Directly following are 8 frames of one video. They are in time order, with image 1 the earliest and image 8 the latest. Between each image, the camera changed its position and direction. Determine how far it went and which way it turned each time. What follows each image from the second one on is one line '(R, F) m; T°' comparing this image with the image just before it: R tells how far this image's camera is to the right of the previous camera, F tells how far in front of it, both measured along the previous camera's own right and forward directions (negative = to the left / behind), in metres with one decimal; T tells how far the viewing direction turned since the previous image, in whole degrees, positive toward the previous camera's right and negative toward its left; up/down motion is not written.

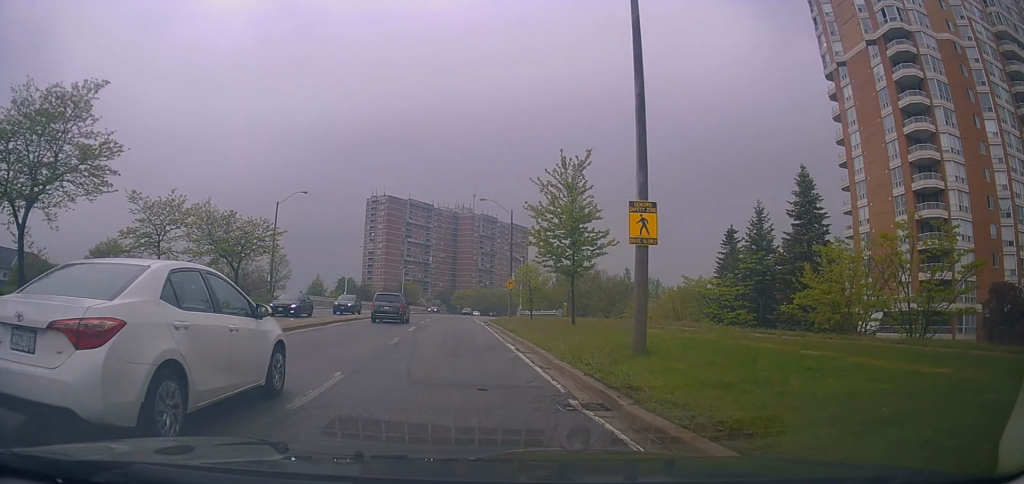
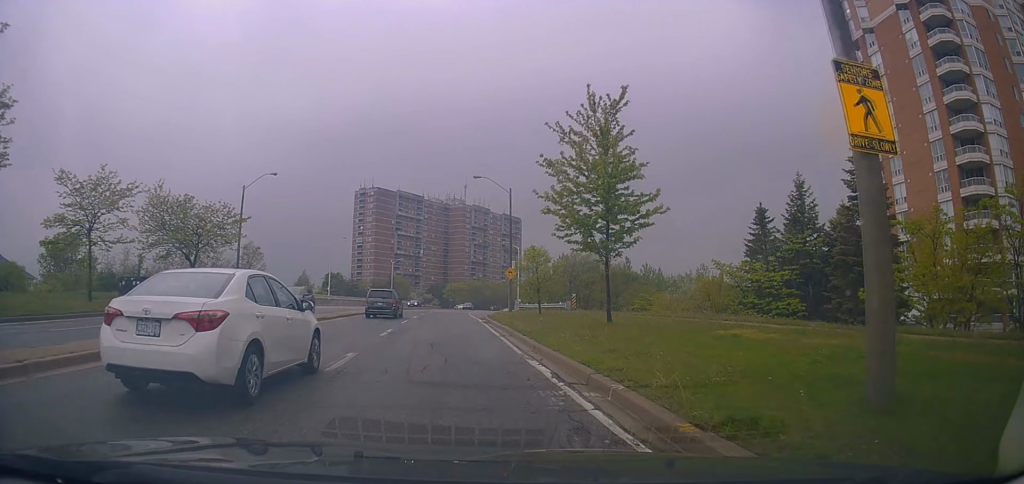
(+0.6, +7.5) m; +2°
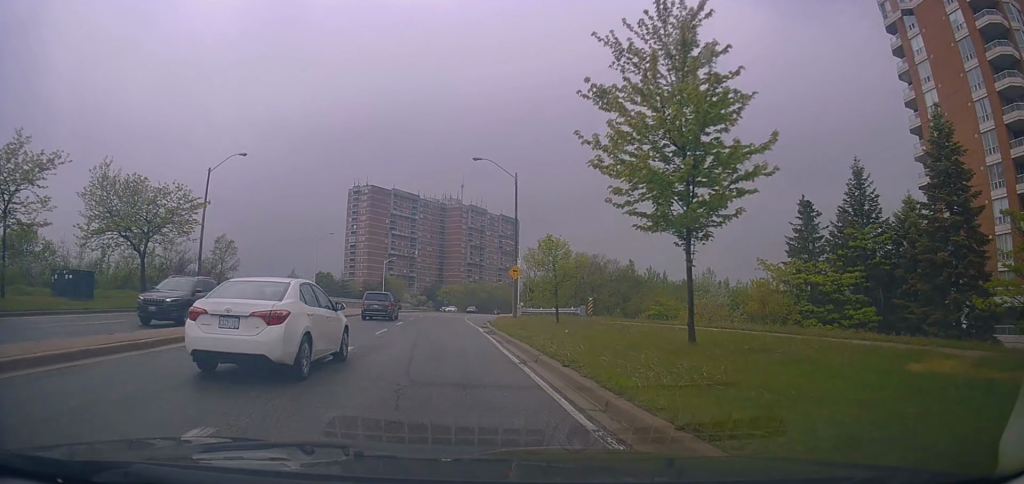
(+0.3, +7.0) m; +1°
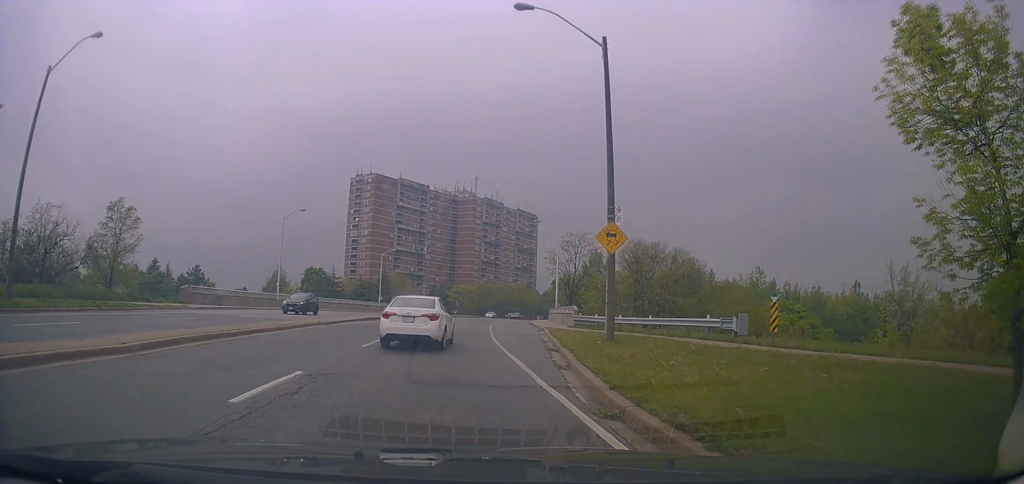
(-0.9, +22.2) m; -3°
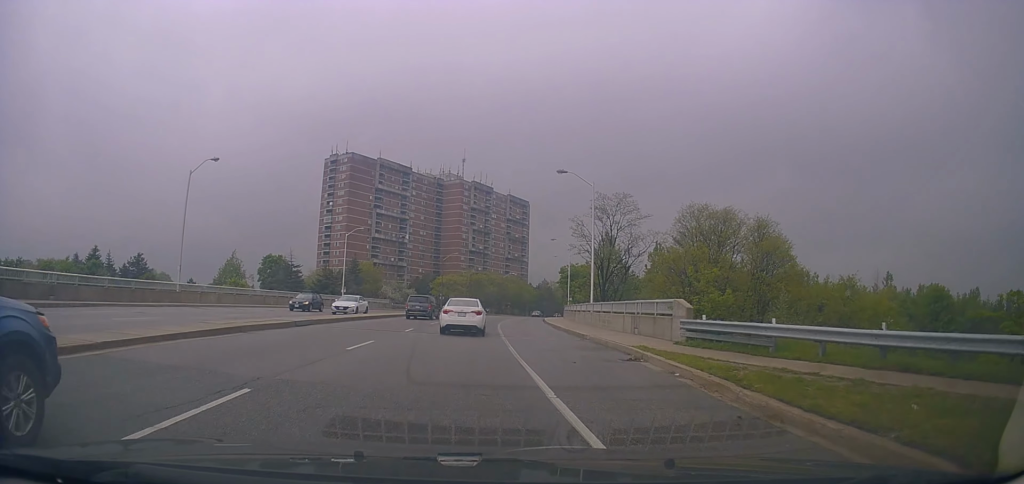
(+0.5, +20.9) m; +2°
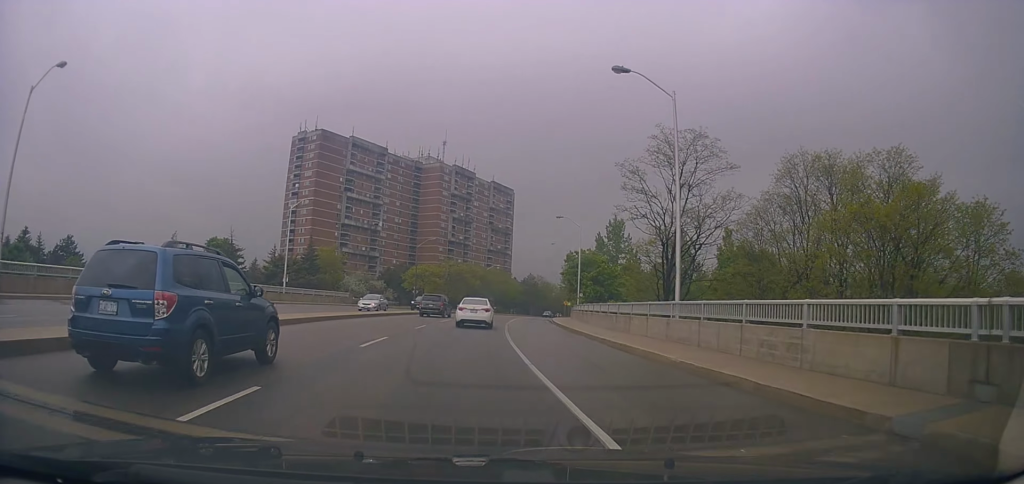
(-0.2, +17.6) m; +1°
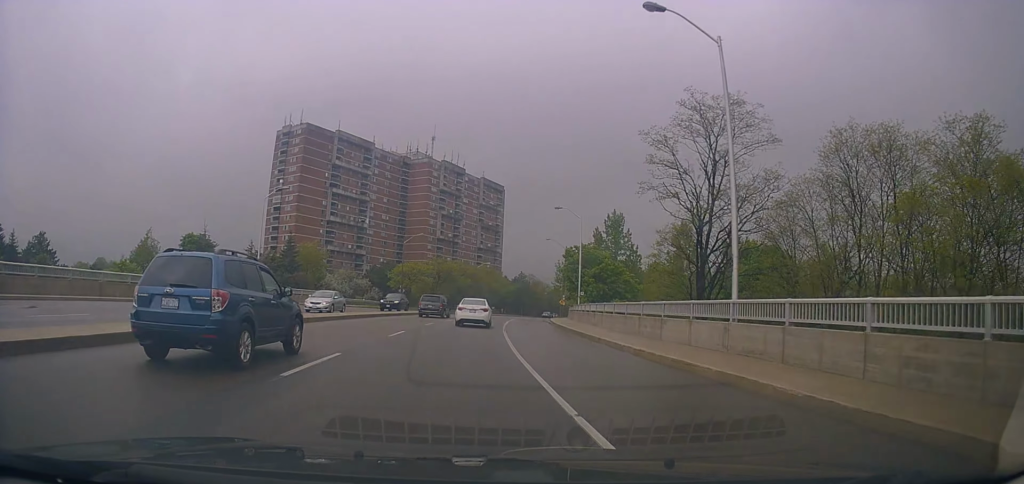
(0.0, +5.8) m; +1°
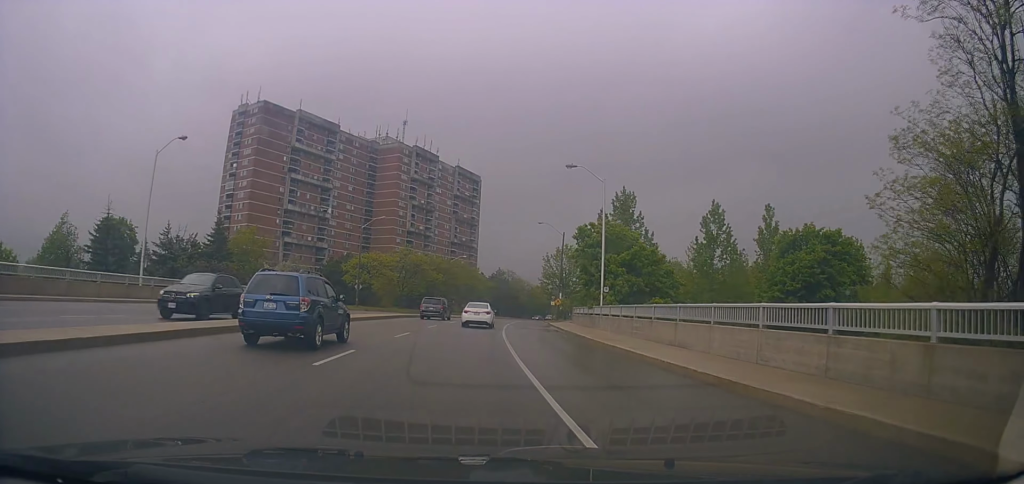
(+0.7, +16.9) m; +3°
